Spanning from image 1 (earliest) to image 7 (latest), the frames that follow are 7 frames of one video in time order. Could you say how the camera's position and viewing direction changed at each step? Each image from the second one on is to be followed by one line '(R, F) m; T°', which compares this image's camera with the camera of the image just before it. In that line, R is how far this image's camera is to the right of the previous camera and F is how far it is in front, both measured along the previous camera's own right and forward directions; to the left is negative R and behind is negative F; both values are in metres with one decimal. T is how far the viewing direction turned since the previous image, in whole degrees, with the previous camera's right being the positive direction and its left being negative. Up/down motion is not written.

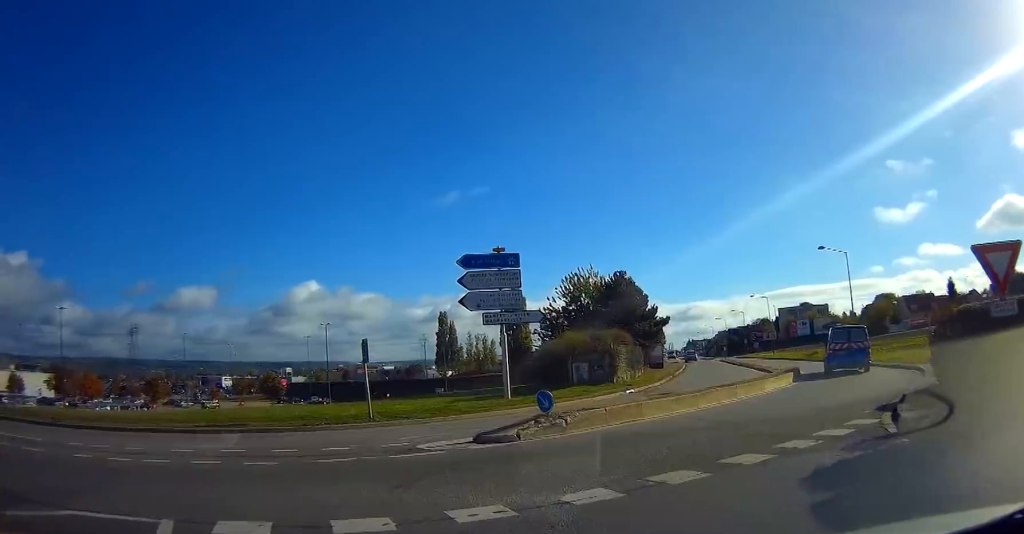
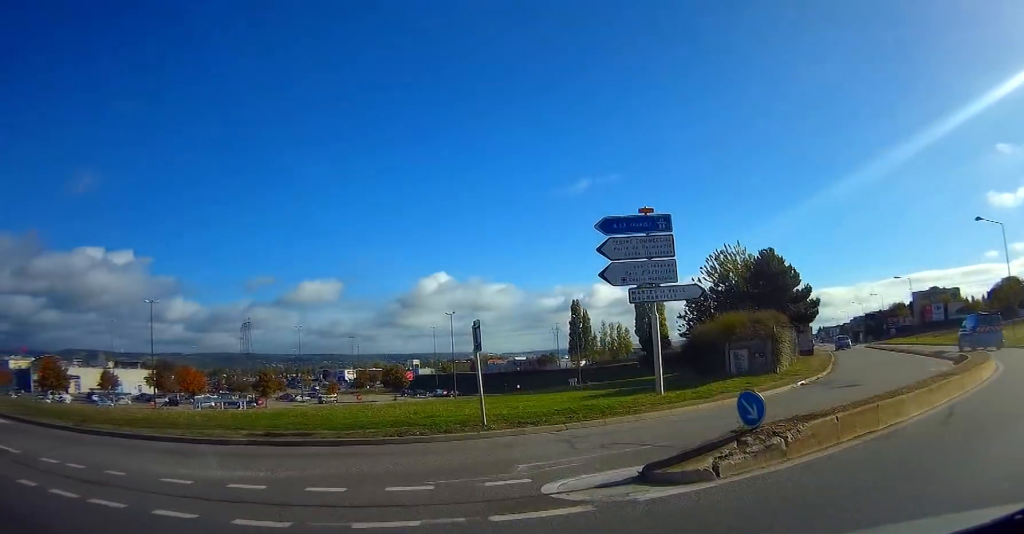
(-0.6, +4.6) m; -15°
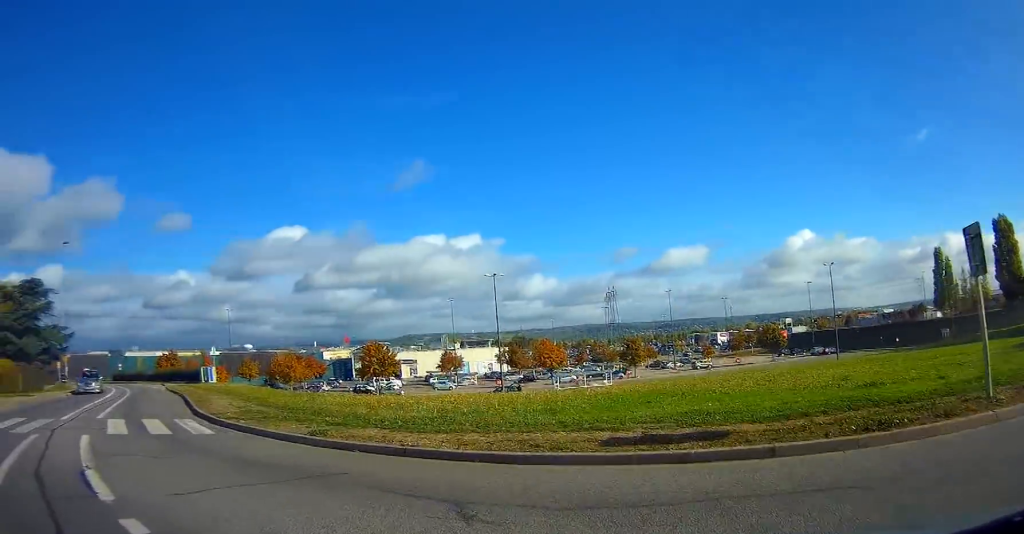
(-1.3, +5.8) m; -30°
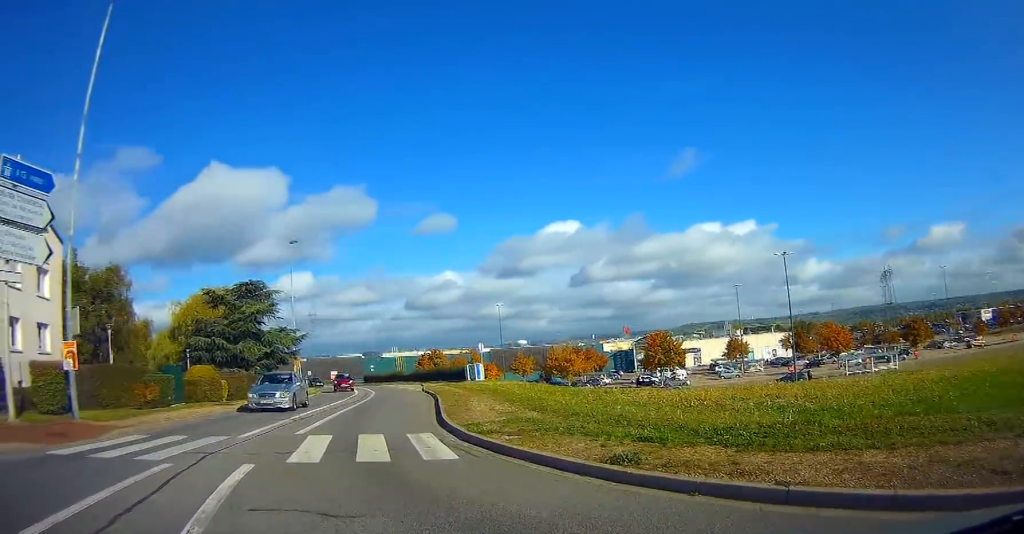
(-0.8, +3.9) m; -21°
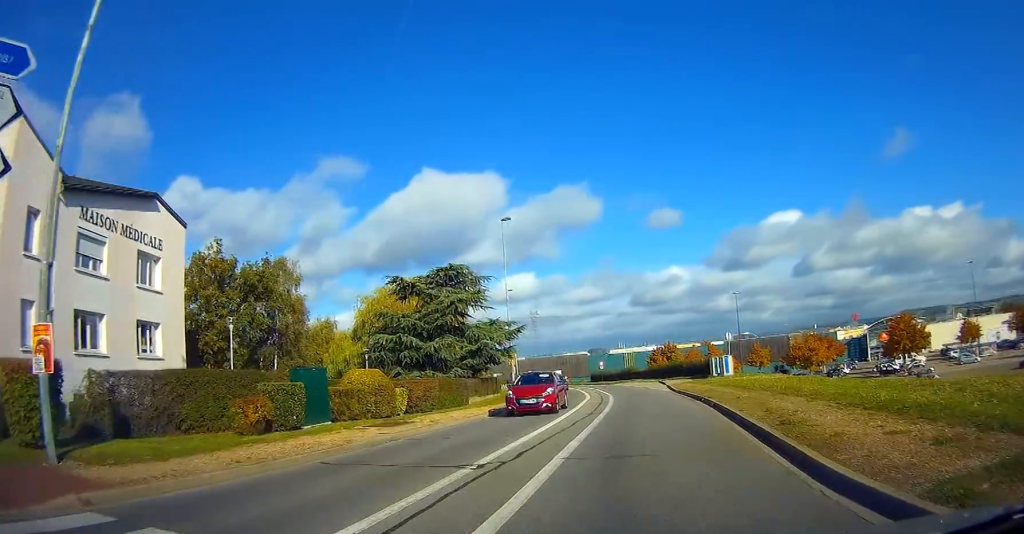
(-1.8, +8.1) m; -15°
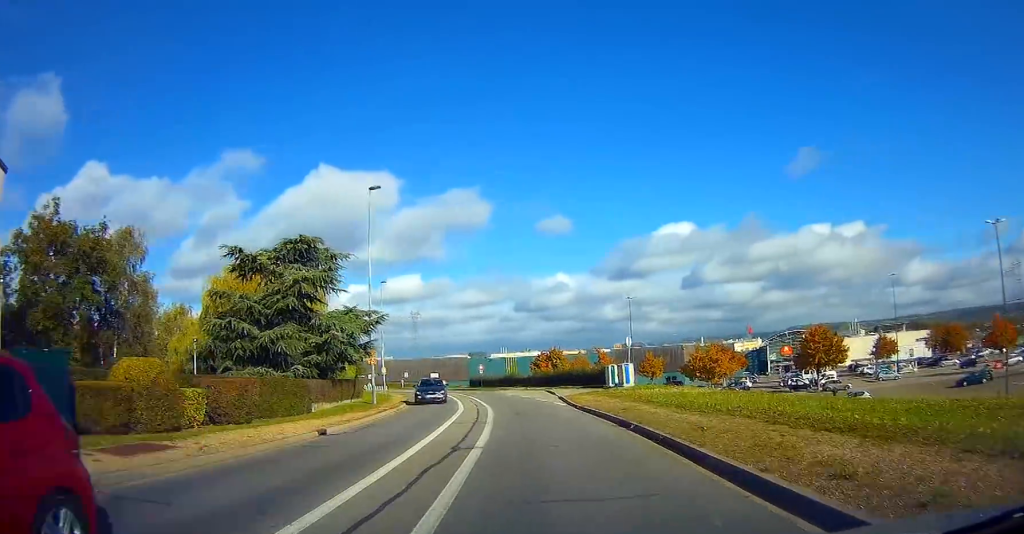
(+0.1, +7.2) m; +3°
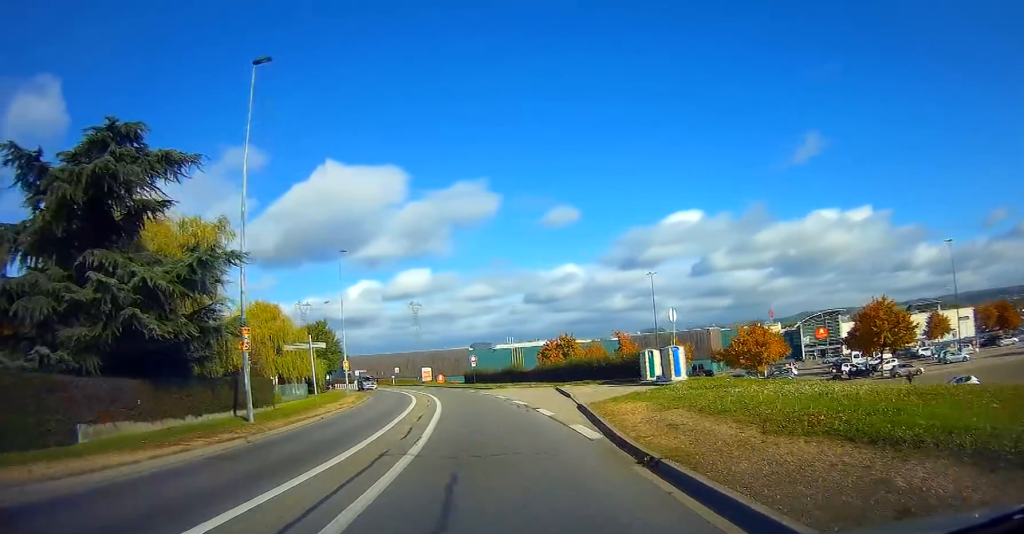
(+0.6, +14.7) m; +1°
